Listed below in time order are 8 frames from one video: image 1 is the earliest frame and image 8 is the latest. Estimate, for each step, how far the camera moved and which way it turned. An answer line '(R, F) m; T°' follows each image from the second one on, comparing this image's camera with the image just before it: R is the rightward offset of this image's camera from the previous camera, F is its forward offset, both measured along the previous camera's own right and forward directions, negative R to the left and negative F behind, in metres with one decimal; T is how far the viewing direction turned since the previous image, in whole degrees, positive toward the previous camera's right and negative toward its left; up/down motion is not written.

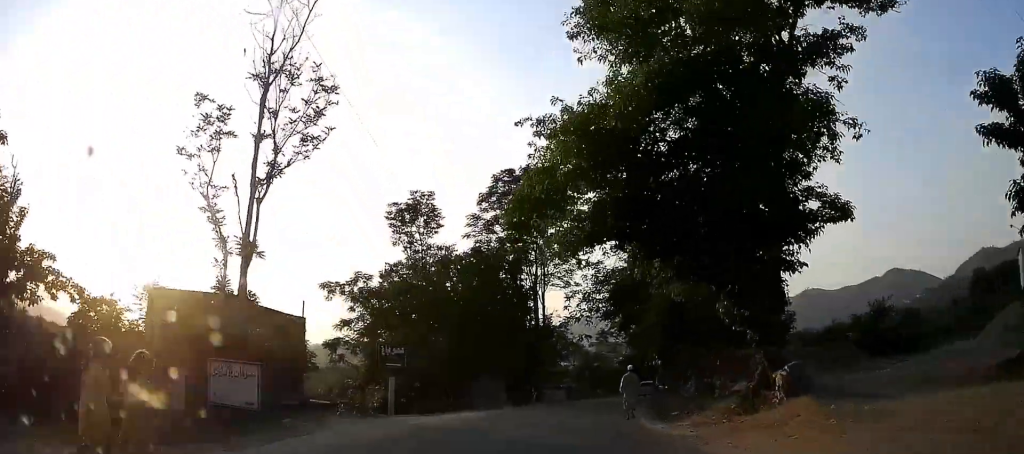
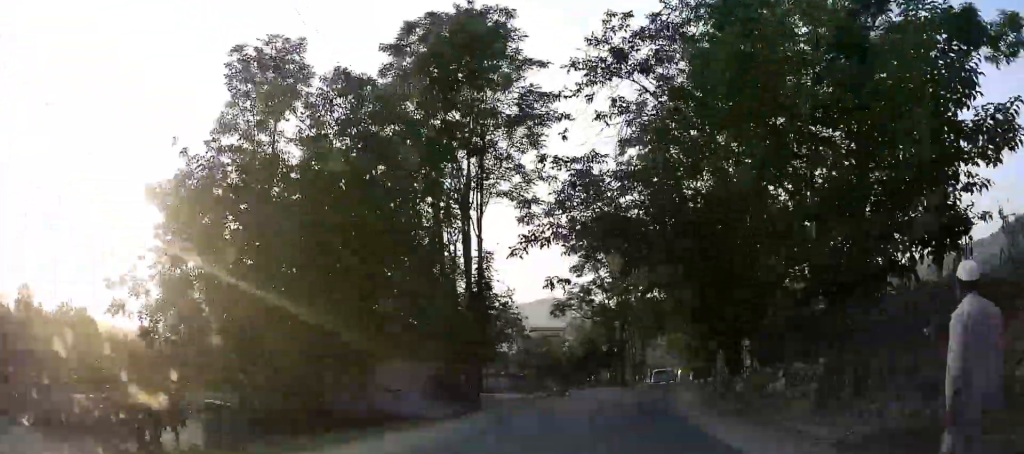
(+0.4, +18.1) m; +3°
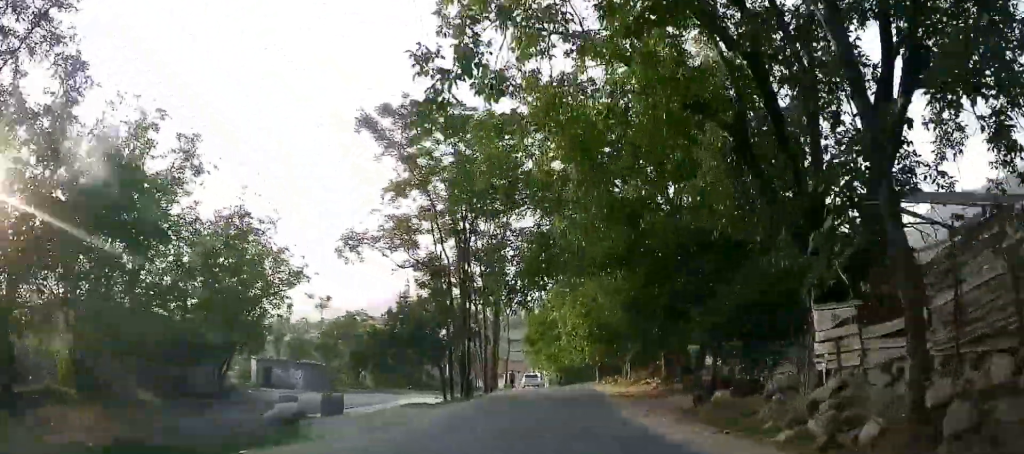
(+1.8, +26.0) m; +12°
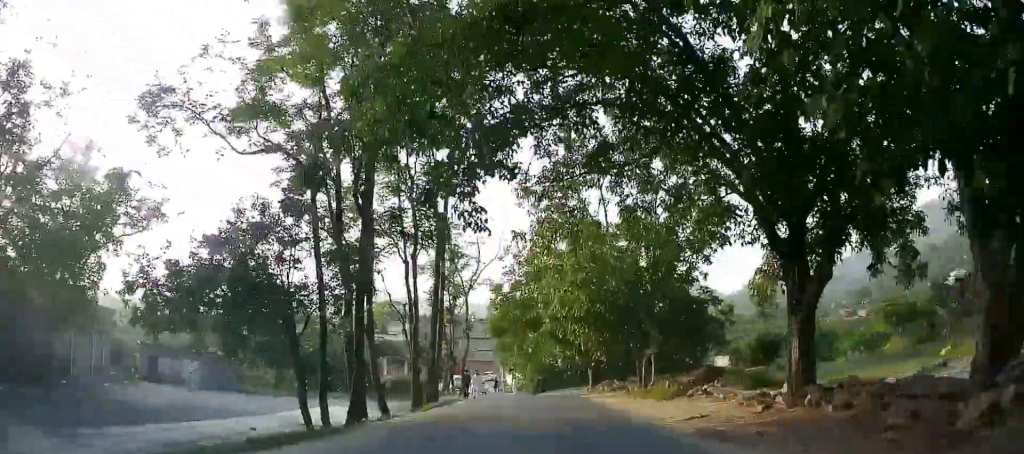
(+1.3, +16.0) m; +7°
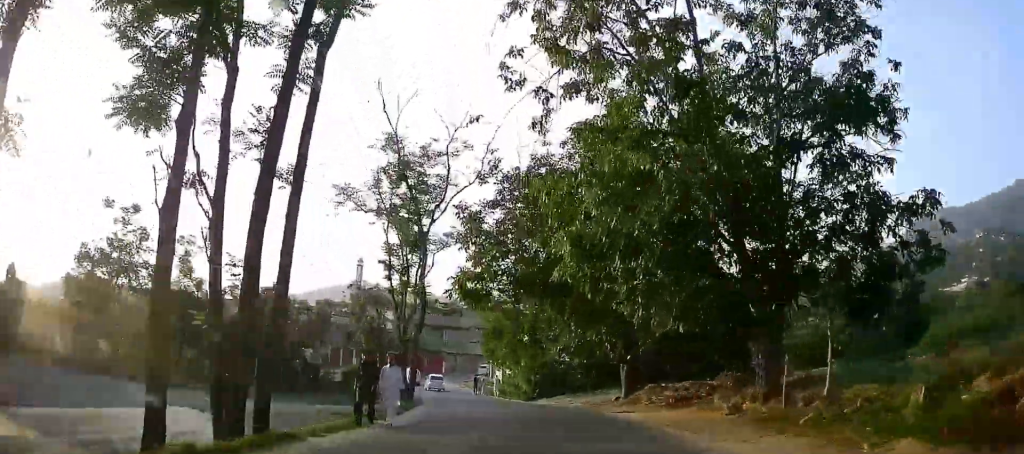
(+0.9, +16.7) m; 0°
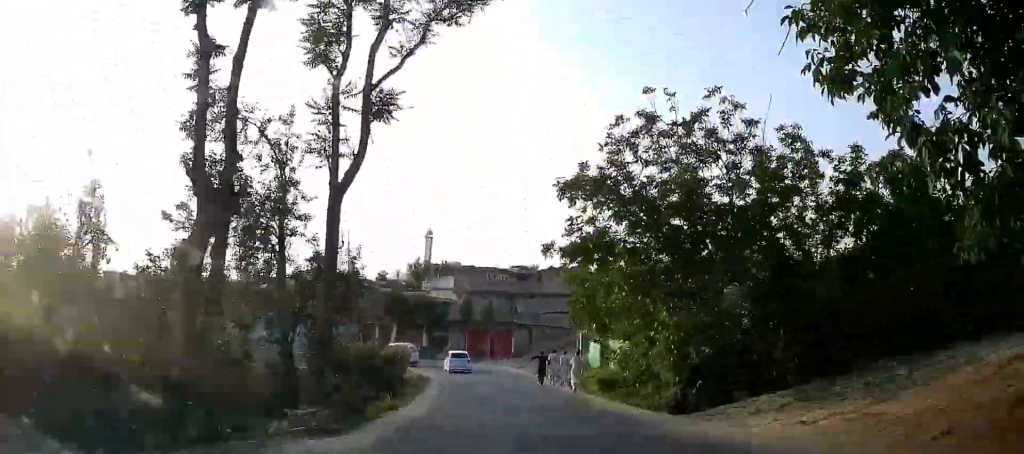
(-1.7, +25.9) m; -6°
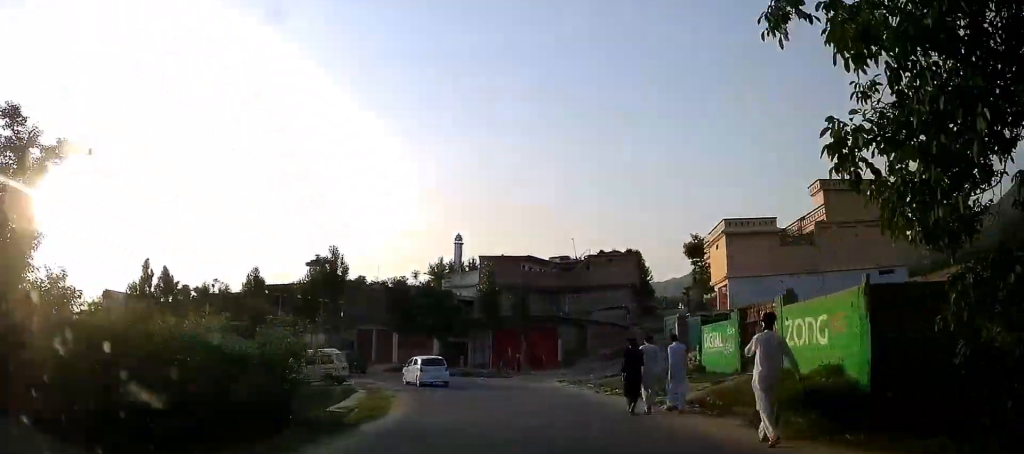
(-0.1, +18.8) m; -5°
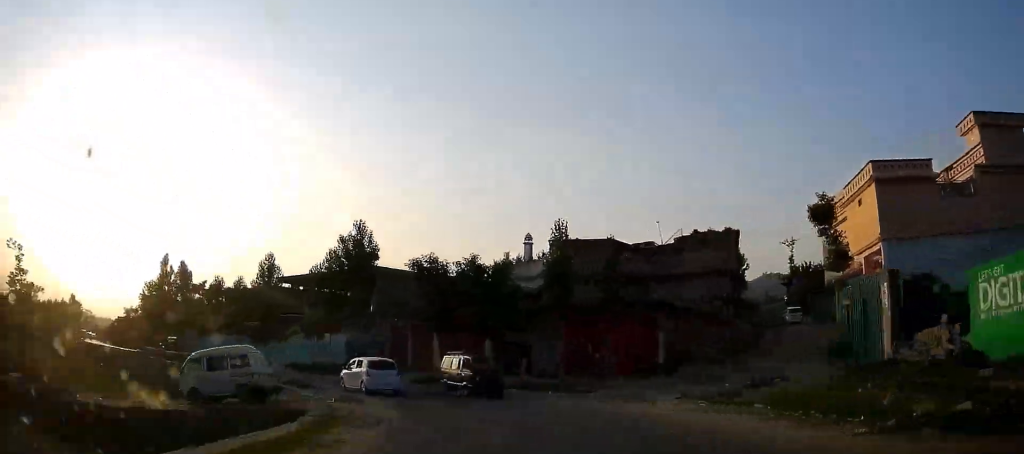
(-0.8, +12.4) m; -6°
